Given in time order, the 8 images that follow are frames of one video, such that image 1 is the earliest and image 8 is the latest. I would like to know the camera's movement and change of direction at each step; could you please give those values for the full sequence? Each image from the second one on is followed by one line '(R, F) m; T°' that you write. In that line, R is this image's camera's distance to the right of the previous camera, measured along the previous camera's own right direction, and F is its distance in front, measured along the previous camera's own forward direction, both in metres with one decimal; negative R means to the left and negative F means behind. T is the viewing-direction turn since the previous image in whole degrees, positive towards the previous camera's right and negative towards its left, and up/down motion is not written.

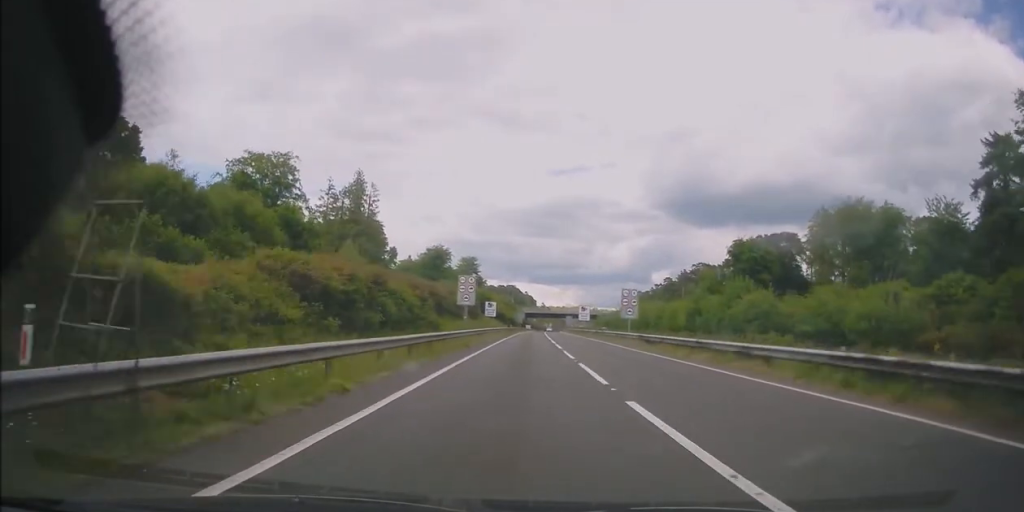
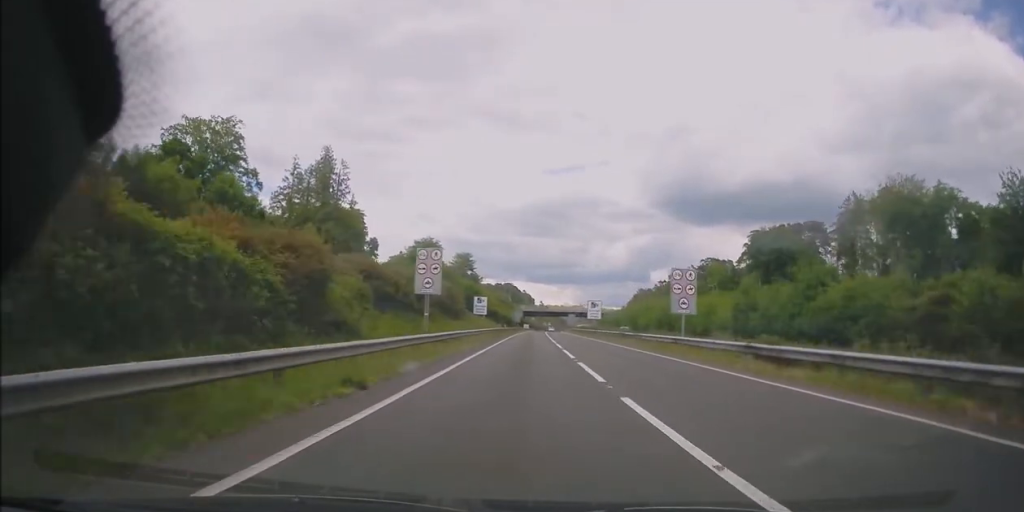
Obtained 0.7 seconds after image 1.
(-0.4, +18.5) m; 0°
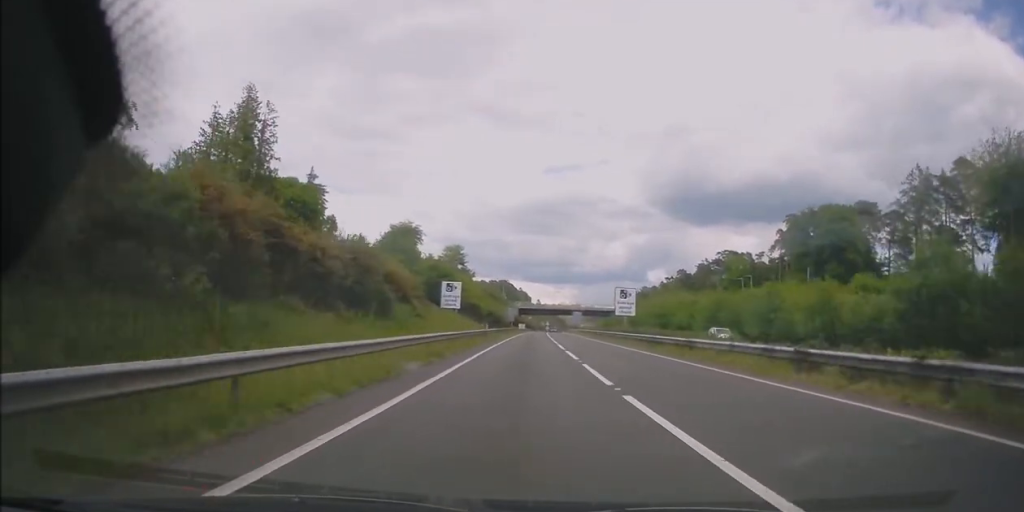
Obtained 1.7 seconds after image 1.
(+0.3, +29.6) m; +1°
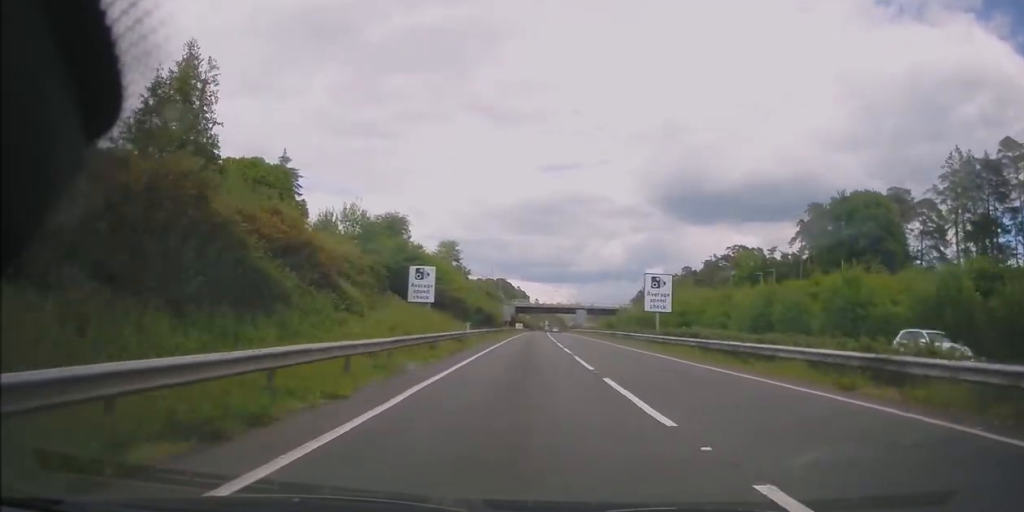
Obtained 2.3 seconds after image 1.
(+0.1, +14.8) m; 0°
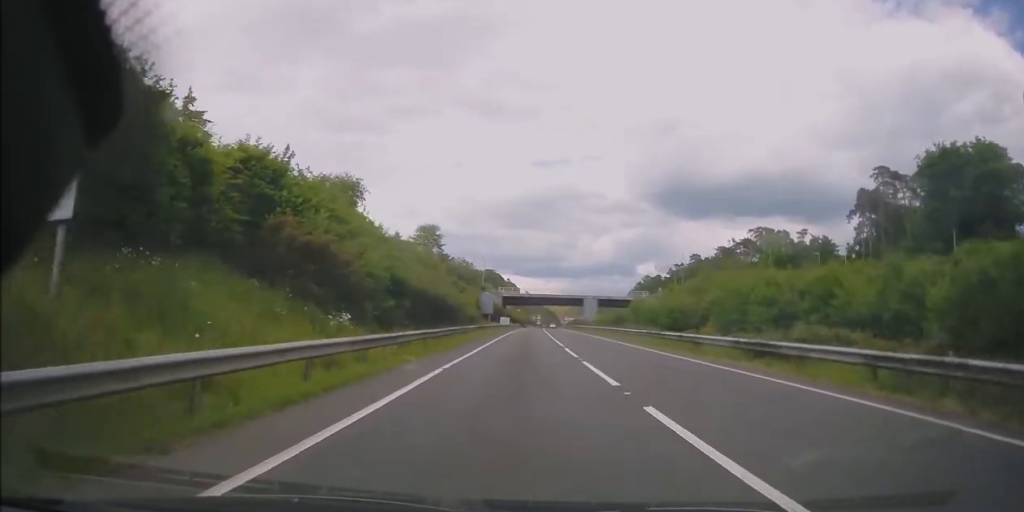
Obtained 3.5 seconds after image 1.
(-0.1, +34.2) m; 0°
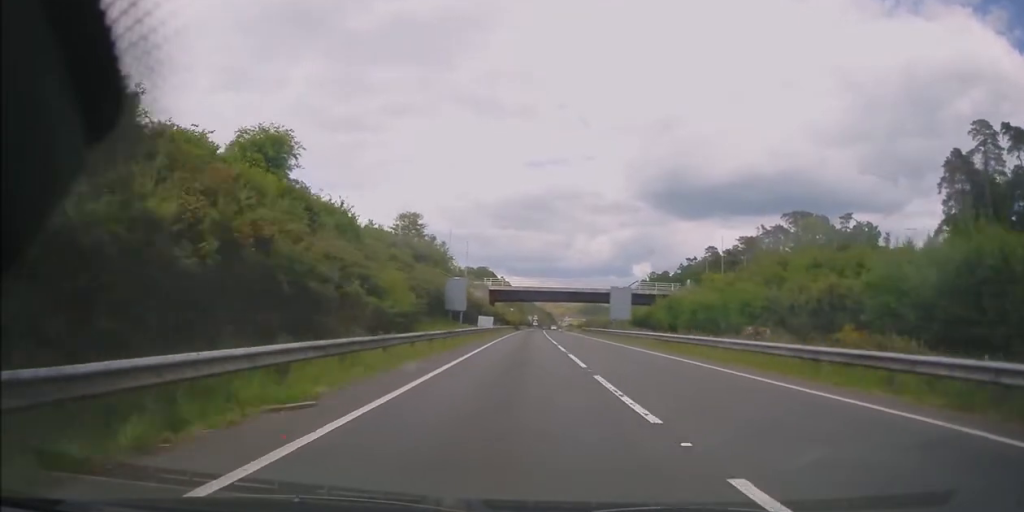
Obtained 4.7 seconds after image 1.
(+0.3, +33.1) m; +1°
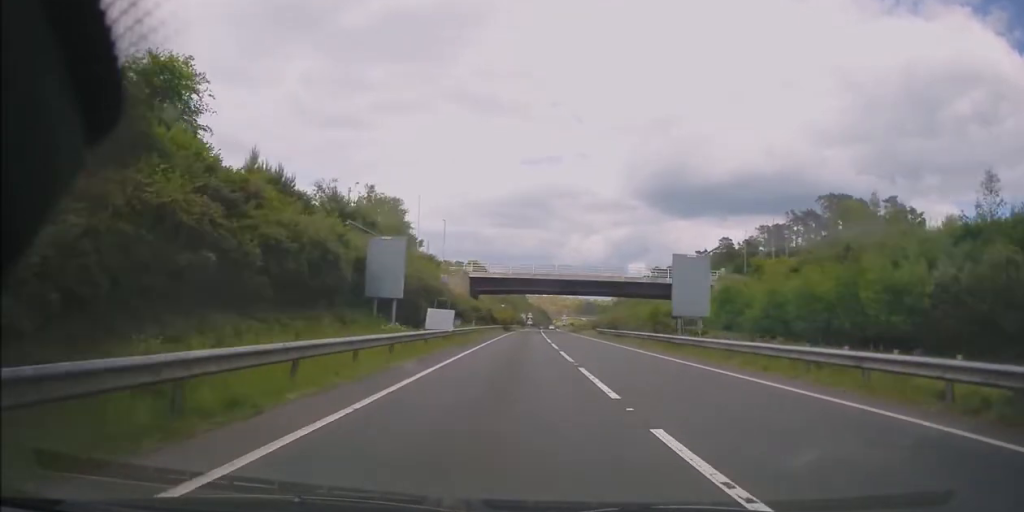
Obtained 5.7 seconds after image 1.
(-0.1, +26.6) m; 0°
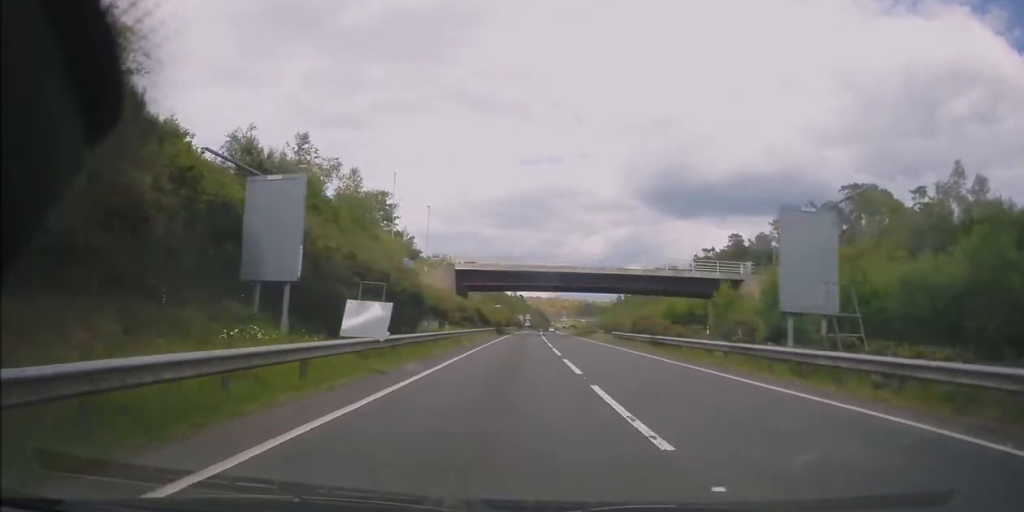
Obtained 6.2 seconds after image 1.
(-0.1, +13.7) m; 0°
